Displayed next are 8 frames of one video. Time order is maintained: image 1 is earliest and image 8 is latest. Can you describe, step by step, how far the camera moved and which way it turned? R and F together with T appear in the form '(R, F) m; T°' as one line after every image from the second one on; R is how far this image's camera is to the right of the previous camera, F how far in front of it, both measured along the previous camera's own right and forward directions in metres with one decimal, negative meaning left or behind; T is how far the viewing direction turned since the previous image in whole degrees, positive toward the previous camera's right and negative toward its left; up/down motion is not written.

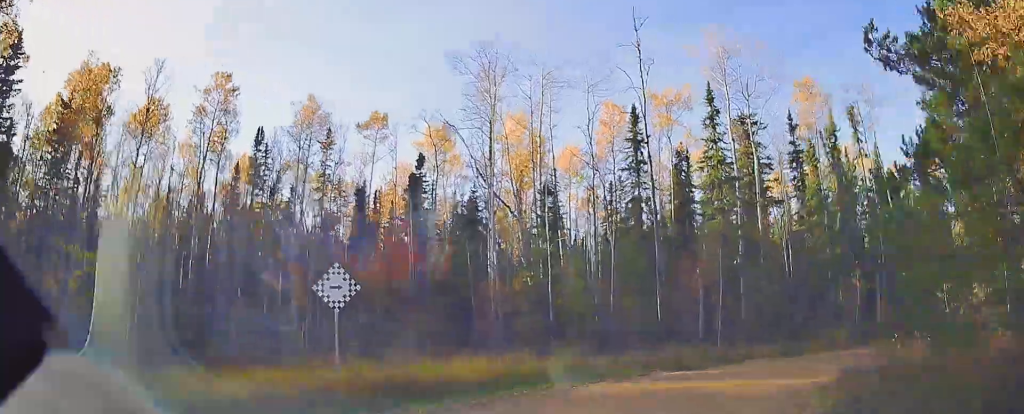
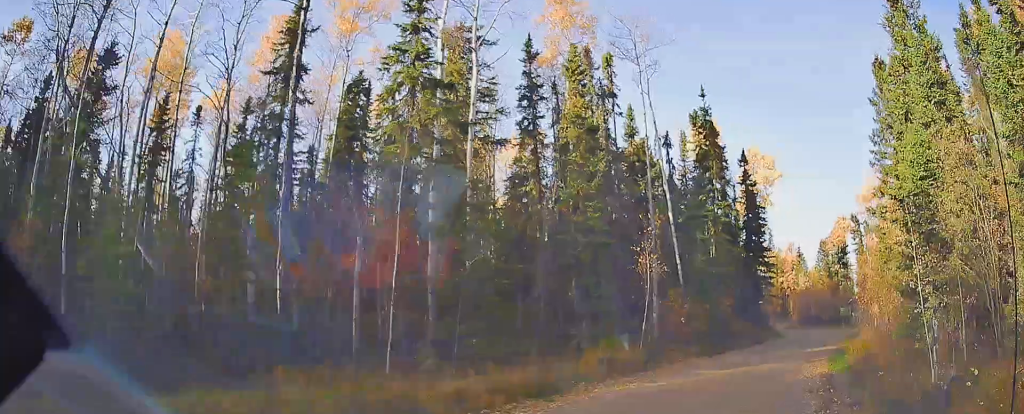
(+4.6, +13.5) m; +30°
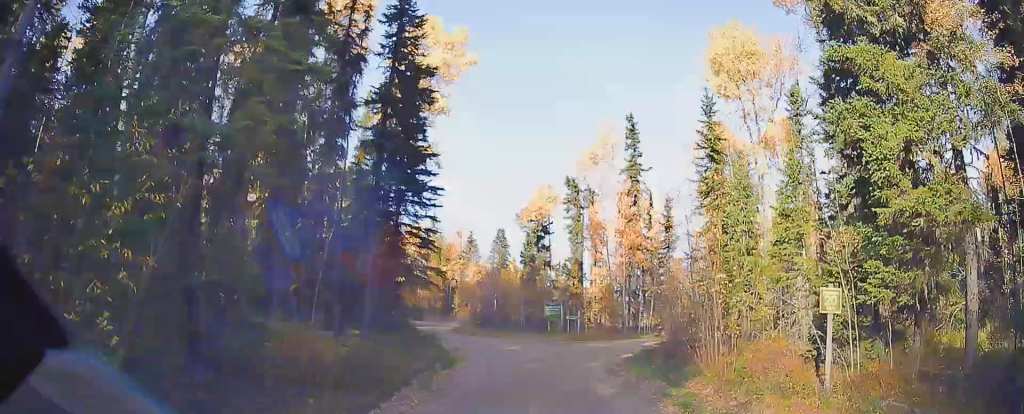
(+6.0, +22.0) m; +16°
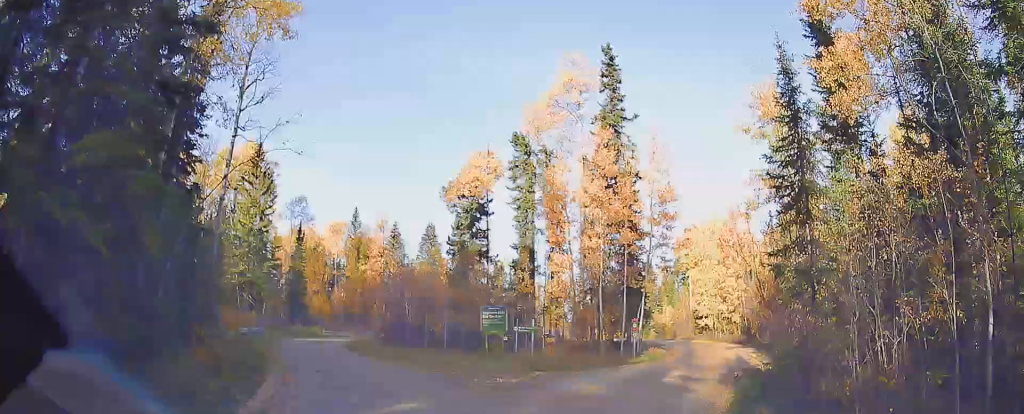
(+0.2, +12.7) m; +15°
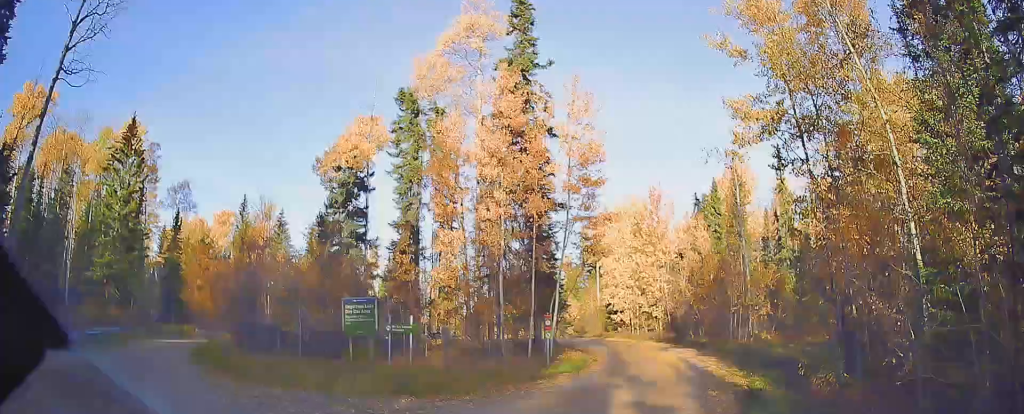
(+1.2, +6.2) m; +9°
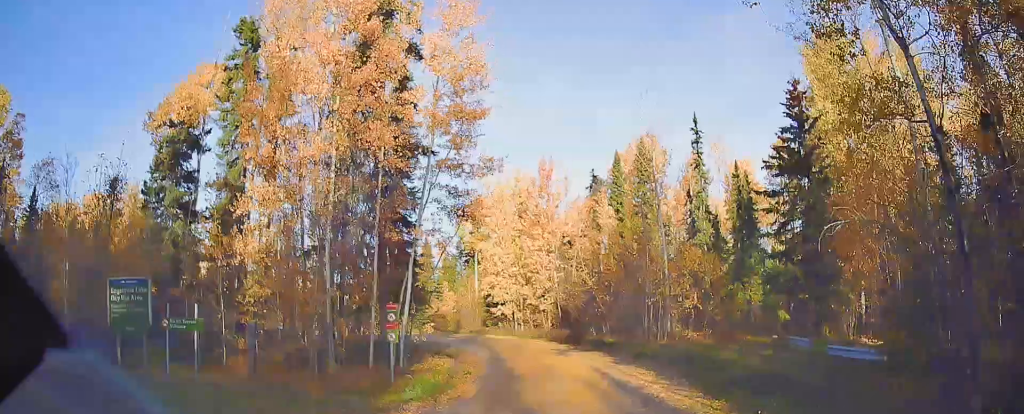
(+1.0, +6.8) m; +10°
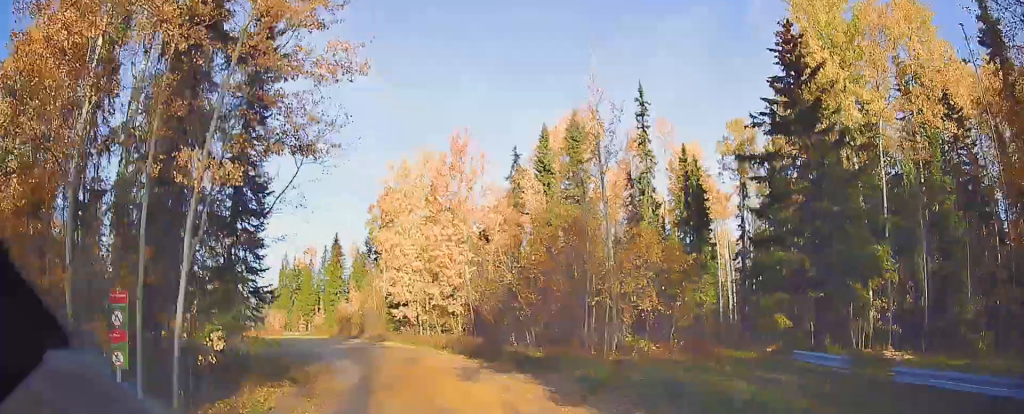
(+0.4, +7.1) m; -2°
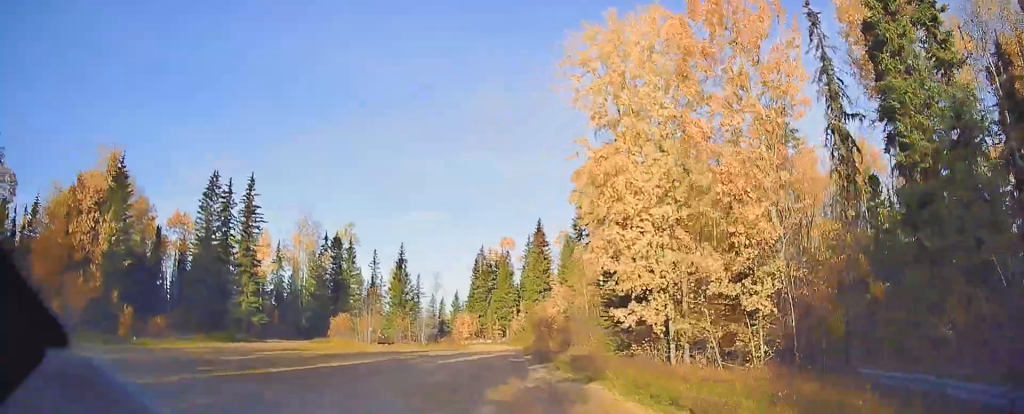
(-2.7, +21.7) m; -12°
